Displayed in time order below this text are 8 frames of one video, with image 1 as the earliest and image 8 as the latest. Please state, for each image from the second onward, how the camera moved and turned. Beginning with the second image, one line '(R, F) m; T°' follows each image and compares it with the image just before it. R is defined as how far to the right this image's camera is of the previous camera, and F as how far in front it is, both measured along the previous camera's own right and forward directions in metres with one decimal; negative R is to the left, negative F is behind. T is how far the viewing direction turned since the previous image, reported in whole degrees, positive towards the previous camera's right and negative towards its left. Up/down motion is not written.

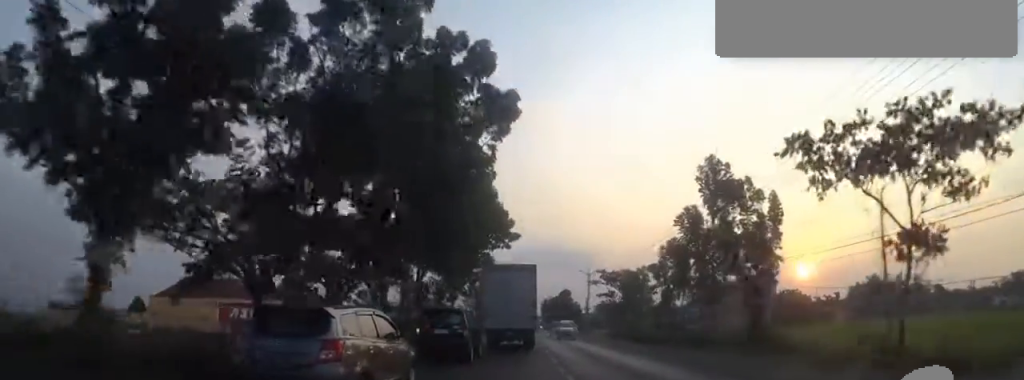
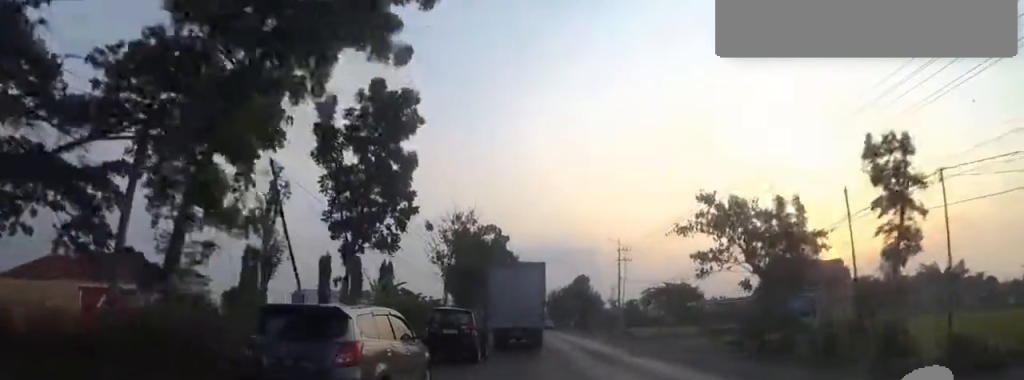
(-0.3, +26.4) m; +1°
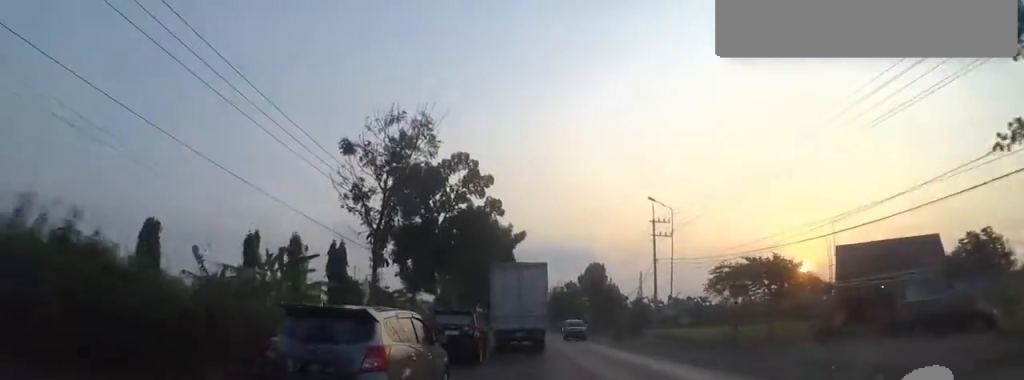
(-0.4, +16.4) m; -1°
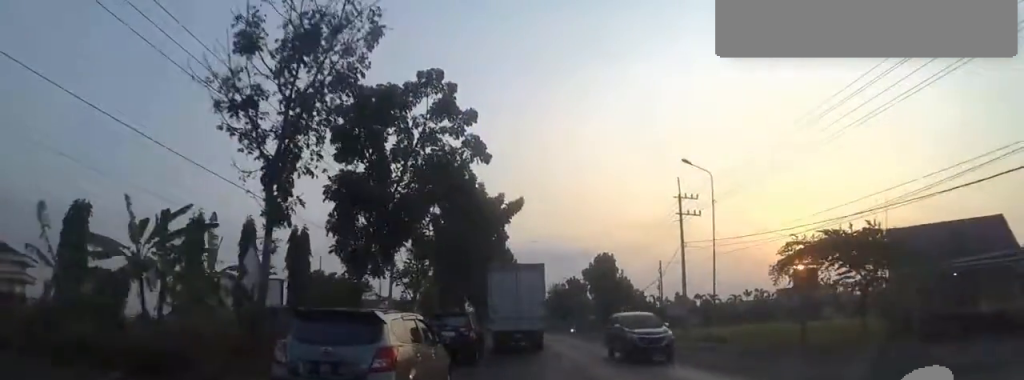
(+0.2, +7.8) m; +1°
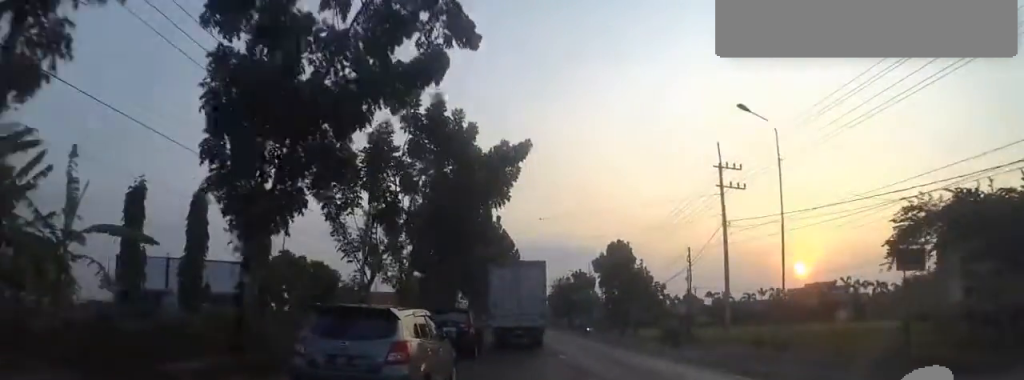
(+0.1, +6.9) m; 0°
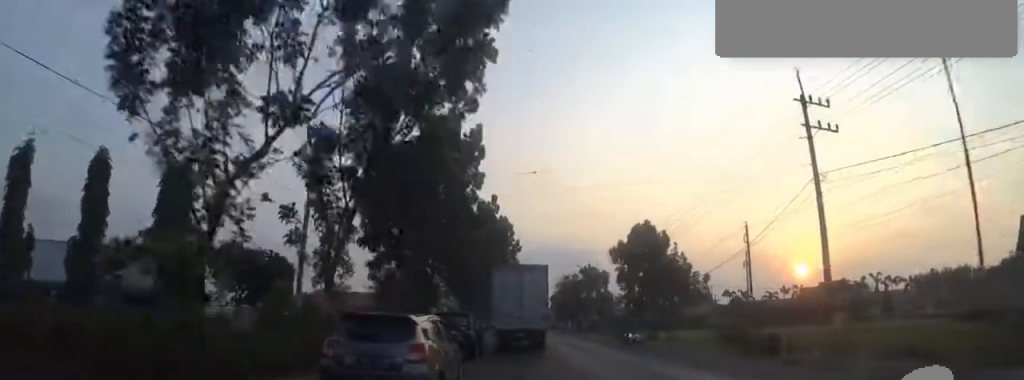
(0.0, +9.1) m; -1°
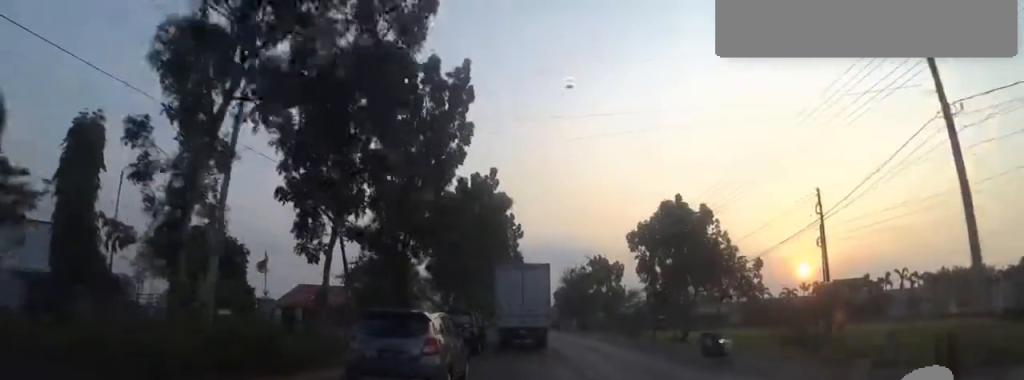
(-0.1, +7.0) m; +2°
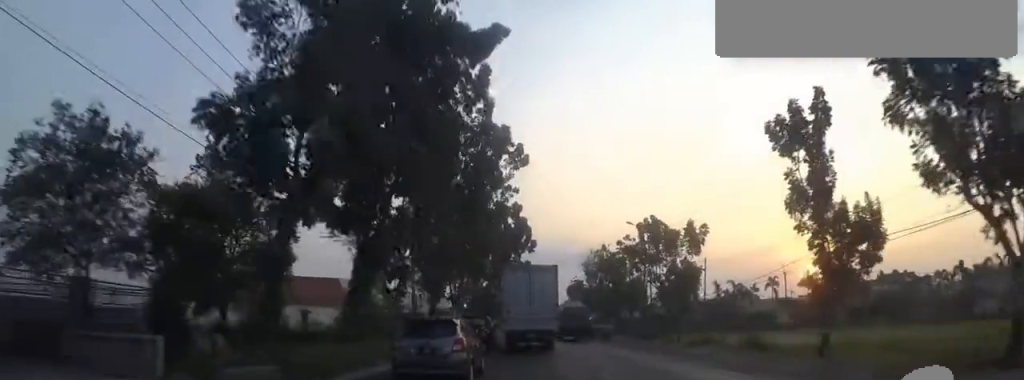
(+1.3, +21.8) m; +1°
